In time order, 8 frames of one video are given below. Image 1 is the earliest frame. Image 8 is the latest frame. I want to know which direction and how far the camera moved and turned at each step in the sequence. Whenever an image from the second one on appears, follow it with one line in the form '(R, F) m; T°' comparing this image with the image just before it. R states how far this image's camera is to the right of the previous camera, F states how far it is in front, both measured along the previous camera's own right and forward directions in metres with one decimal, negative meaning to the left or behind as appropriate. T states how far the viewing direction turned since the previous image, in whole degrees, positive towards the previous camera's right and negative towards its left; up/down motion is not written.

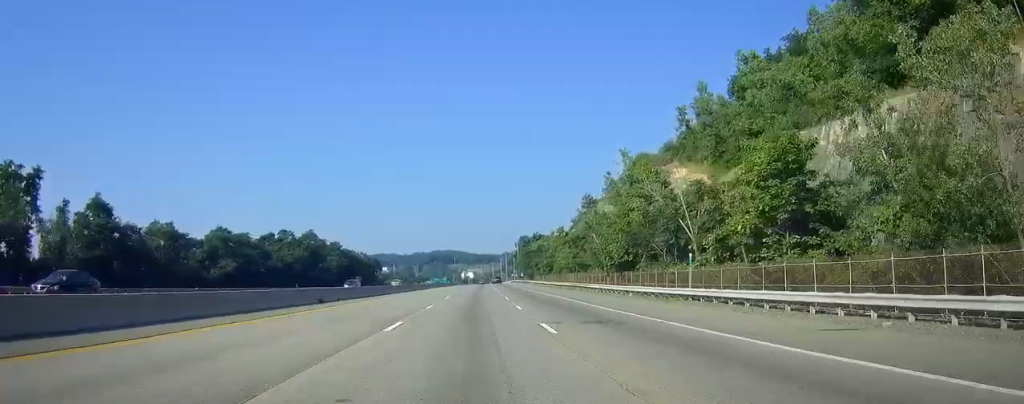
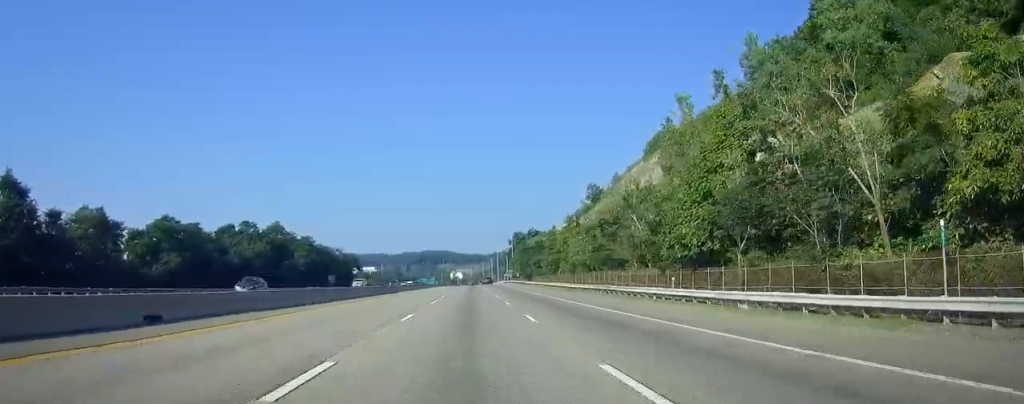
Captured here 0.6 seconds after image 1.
(+0.2, +21.0) m; +1°
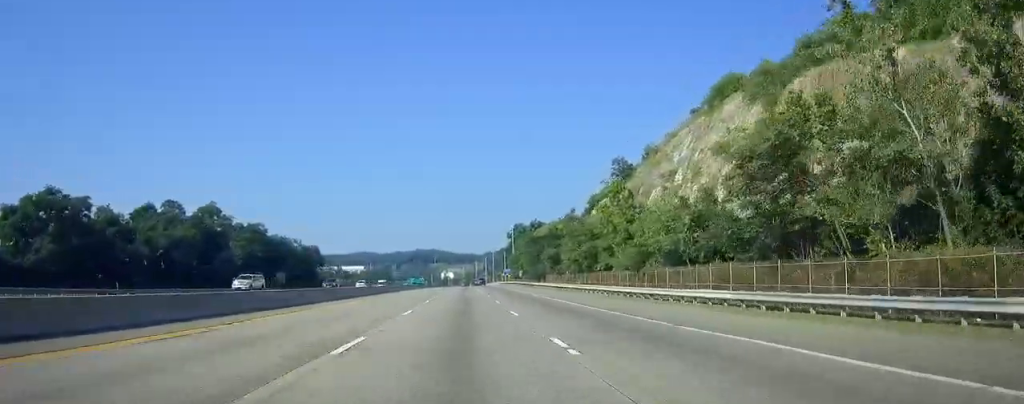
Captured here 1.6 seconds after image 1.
(+0.2, +33.9) m; +1°
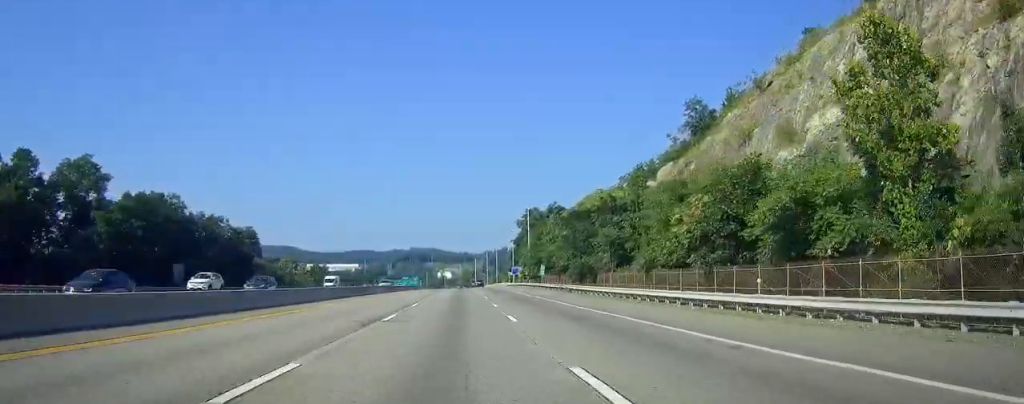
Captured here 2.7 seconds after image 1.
(+0.5, +40.9) m; +1°
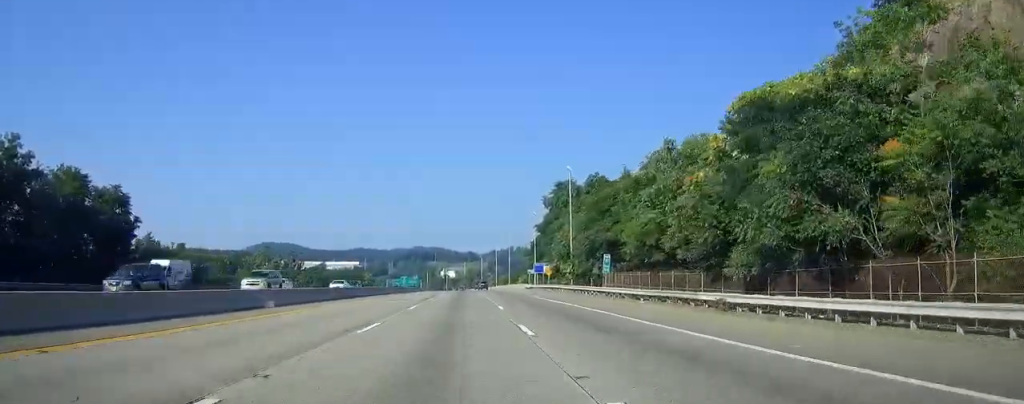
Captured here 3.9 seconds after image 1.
(+0.1, +40.7) m; 0°
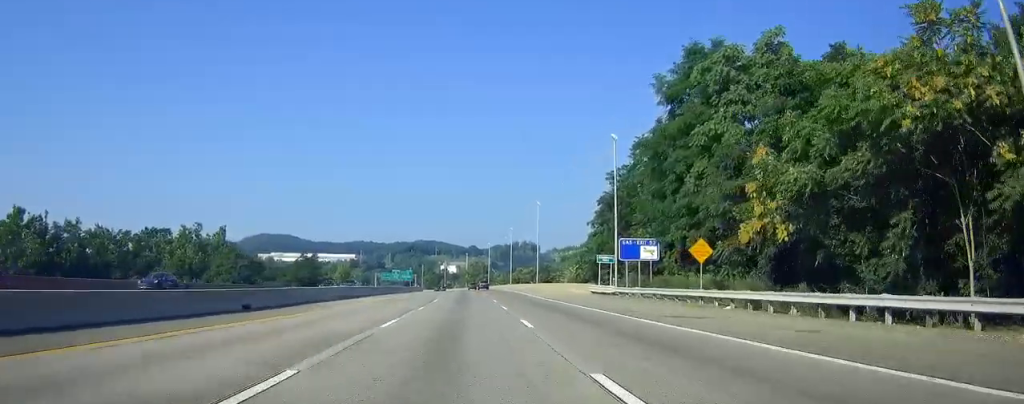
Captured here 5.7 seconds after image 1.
(-0.3, +60.8) m; 0°
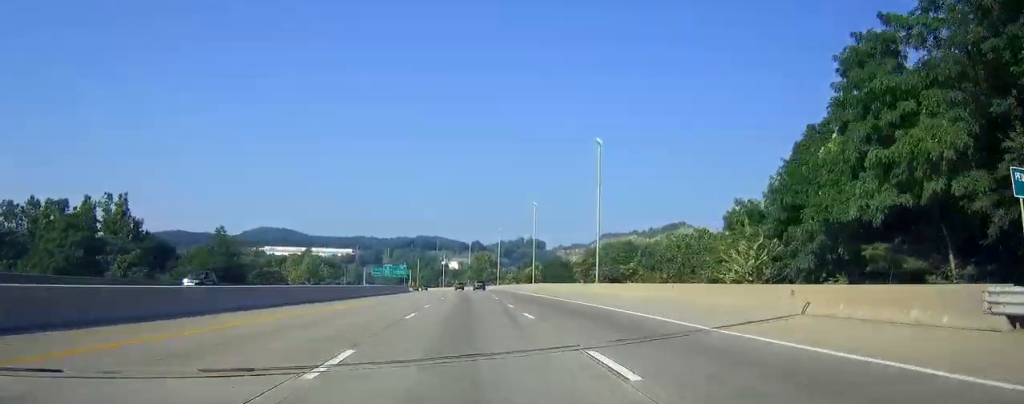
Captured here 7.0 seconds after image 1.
(+0.1, +46.0) m; 0°
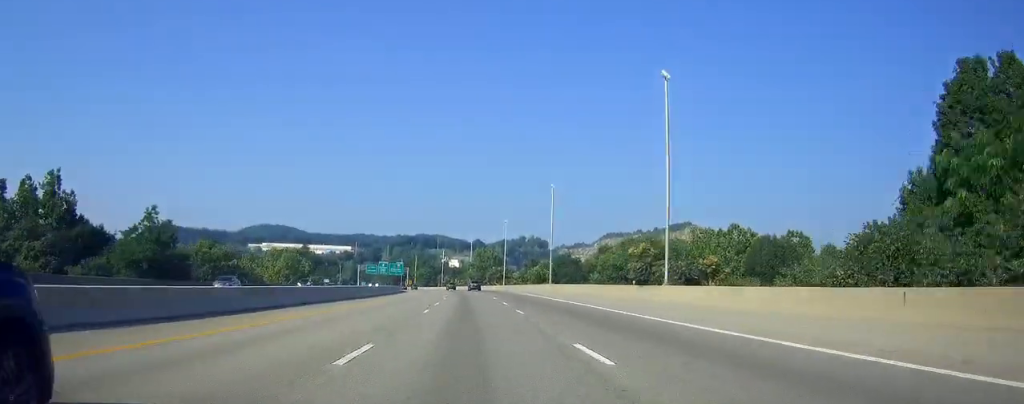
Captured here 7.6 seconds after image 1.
(0.0, +19.9) m; 0°
